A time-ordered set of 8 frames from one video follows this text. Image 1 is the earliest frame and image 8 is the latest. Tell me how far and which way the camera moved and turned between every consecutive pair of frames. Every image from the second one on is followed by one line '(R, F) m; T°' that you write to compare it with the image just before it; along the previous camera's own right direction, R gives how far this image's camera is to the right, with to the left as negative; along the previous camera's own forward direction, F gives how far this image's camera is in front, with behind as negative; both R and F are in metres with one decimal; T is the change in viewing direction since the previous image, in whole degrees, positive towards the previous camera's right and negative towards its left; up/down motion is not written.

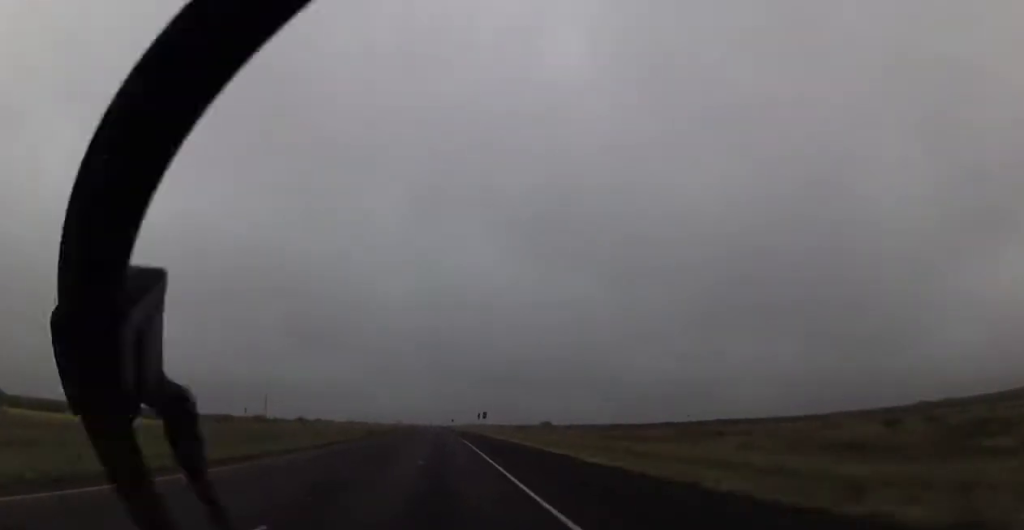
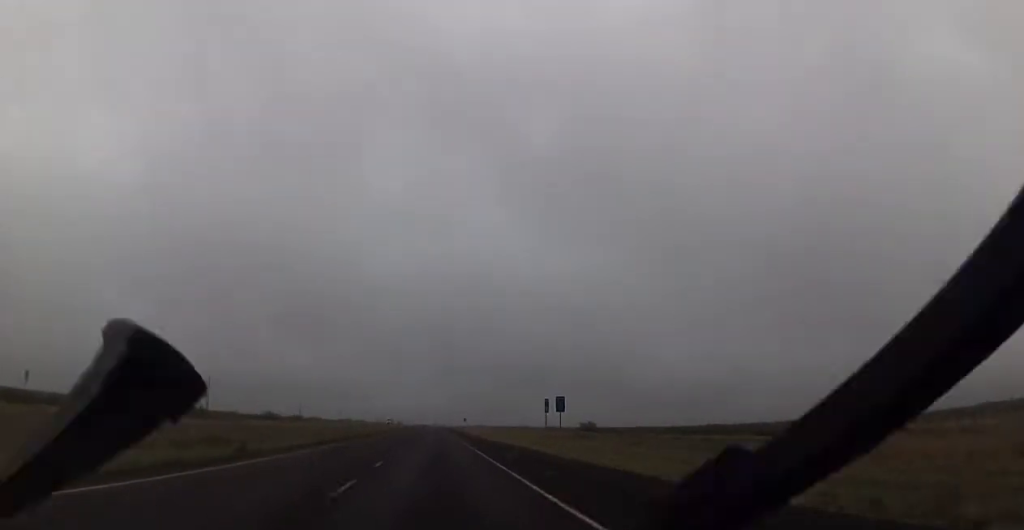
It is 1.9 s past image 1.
(+0.7, +67.2) m; 0°
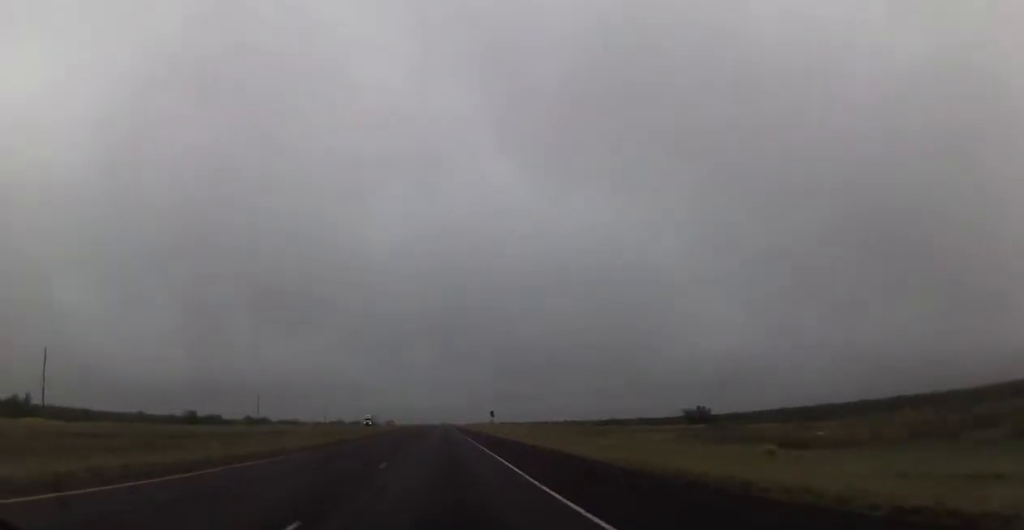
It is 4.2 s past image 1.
(-0.8, +80.0) m; -1°
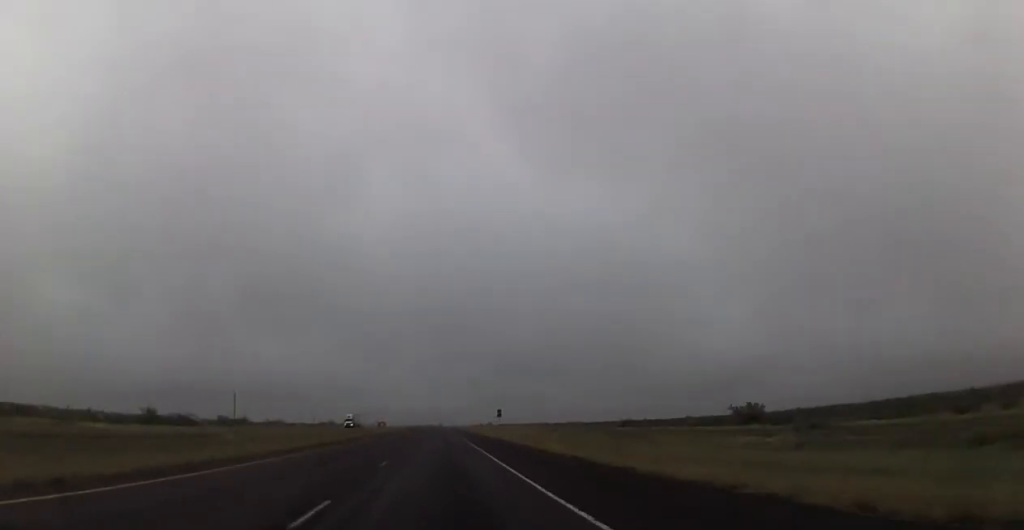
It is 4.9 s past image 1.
(0.0, +22.0) m; 0°
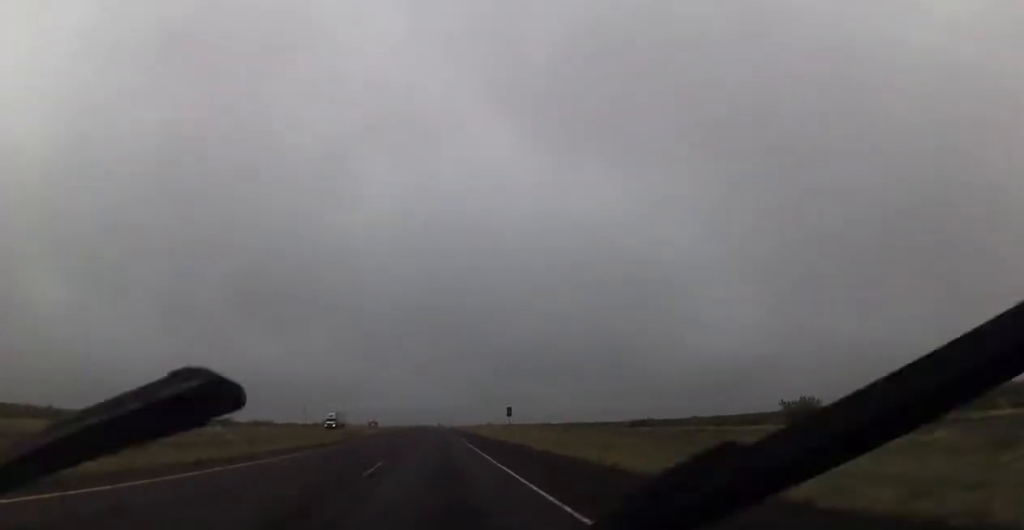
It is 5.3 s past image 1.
(0.0, +16.2) m; 0°
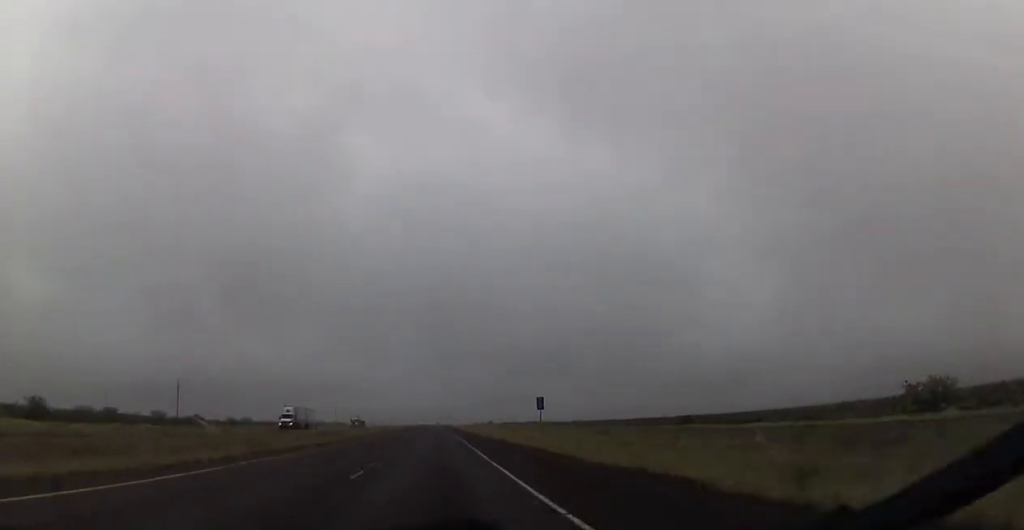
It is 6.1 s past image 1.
(0.0, +25.5) m; 0°
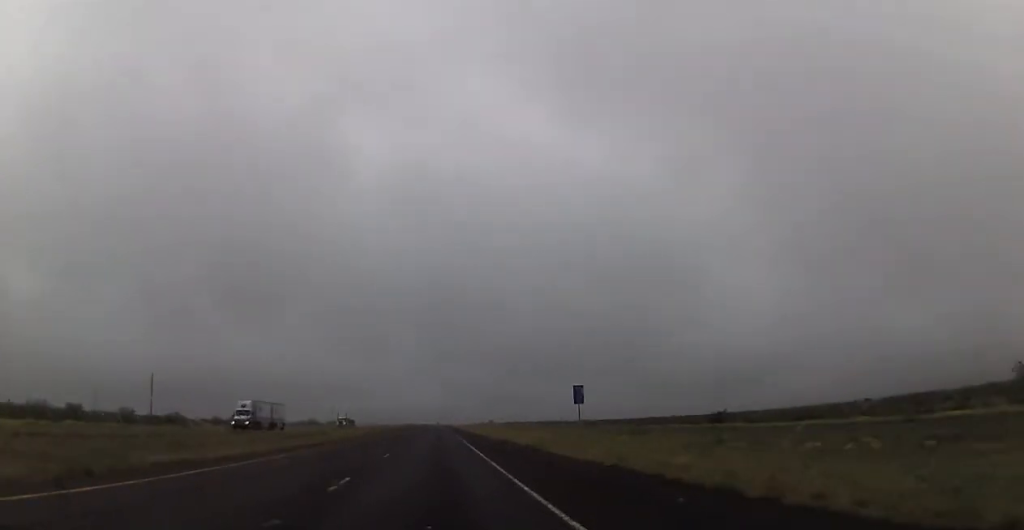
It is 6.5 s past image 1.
(0.0, +15.1) m; 0°
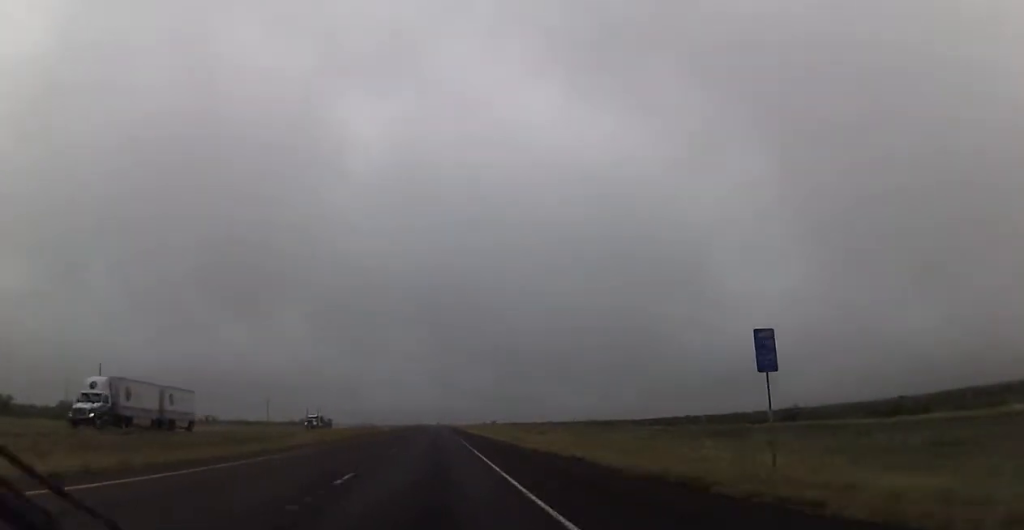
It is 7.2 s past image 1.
(0.0, +23.2) m; 0°
